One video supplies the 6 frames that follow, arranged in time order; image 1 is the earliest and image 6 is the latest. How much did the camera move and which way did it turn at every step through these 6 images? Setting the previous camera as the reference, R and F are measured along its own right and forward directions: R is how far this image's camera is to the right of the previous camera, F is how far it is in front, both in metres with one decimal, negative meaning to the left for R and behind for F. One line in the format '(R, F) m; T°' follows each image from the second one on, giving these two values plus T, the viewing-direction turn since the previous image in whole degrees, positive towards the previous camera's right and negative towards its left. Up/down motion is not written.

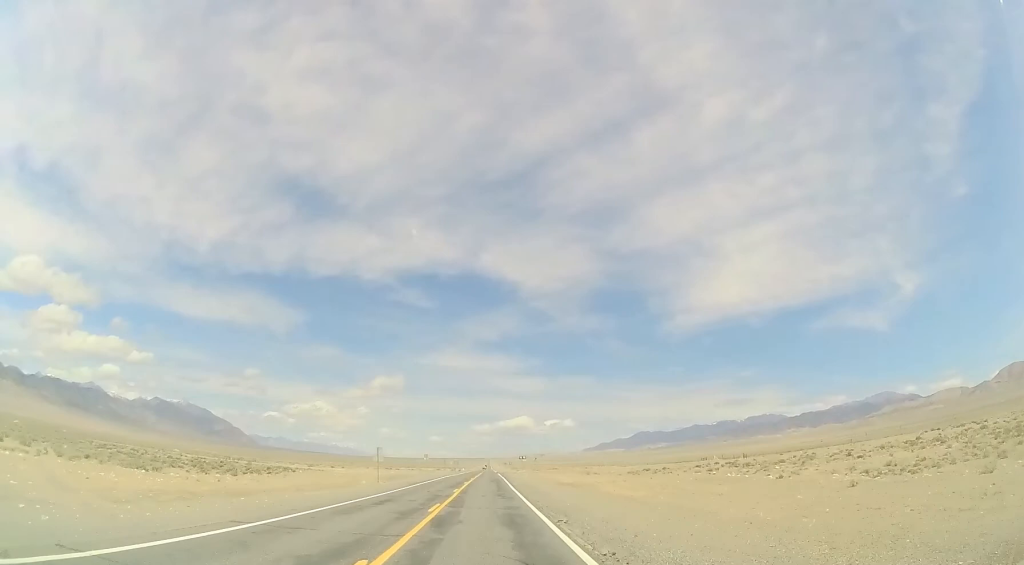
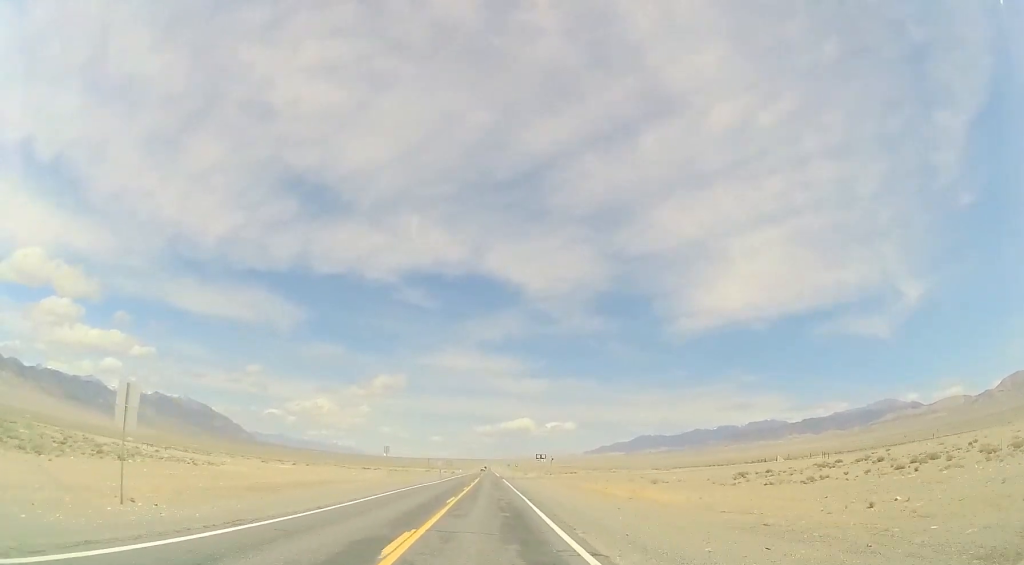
(-0.8, +35.9) m; -1°
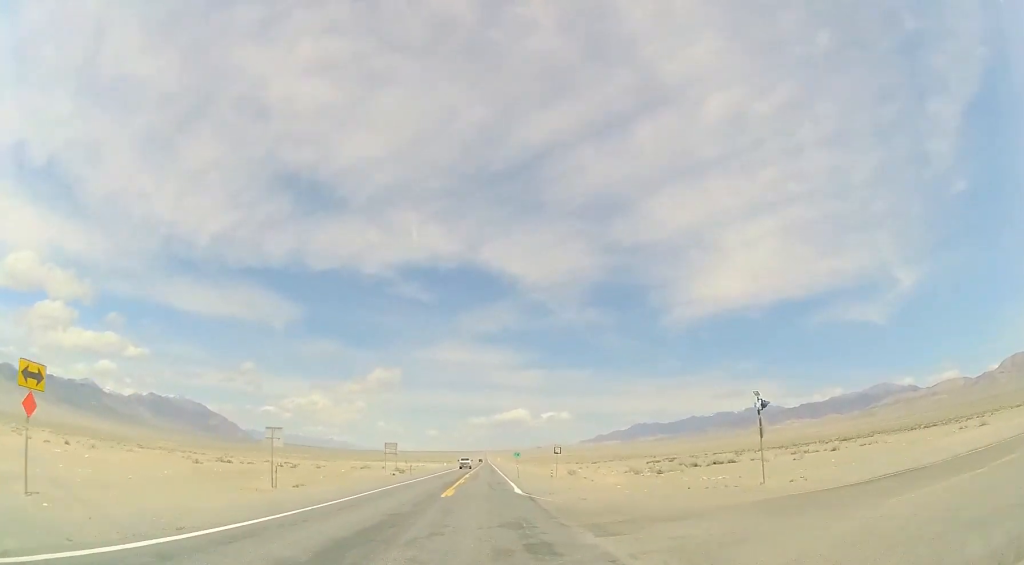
(+1.3, +84.0) m; 0°
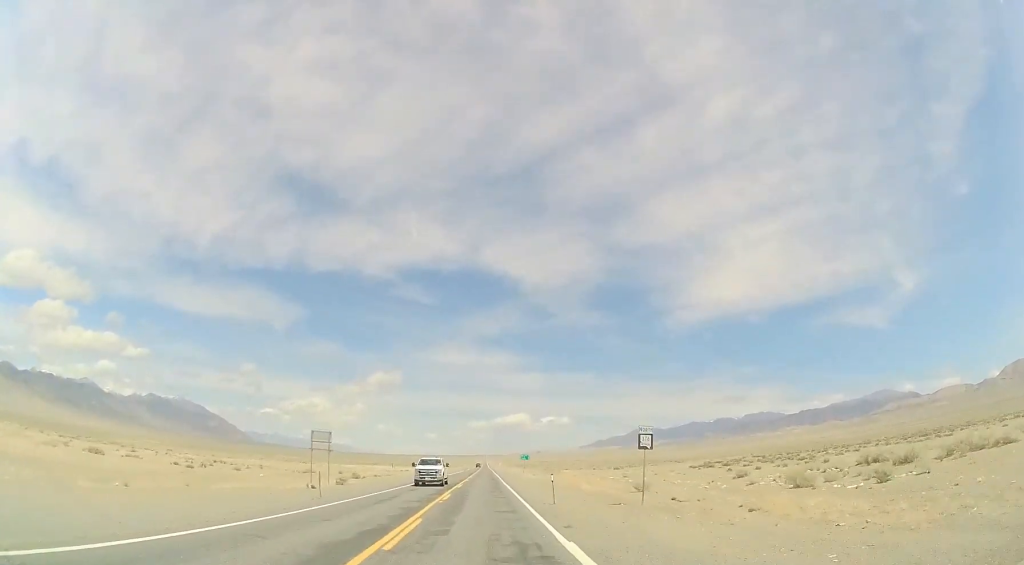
(-0.4, +27.4) m; 0°
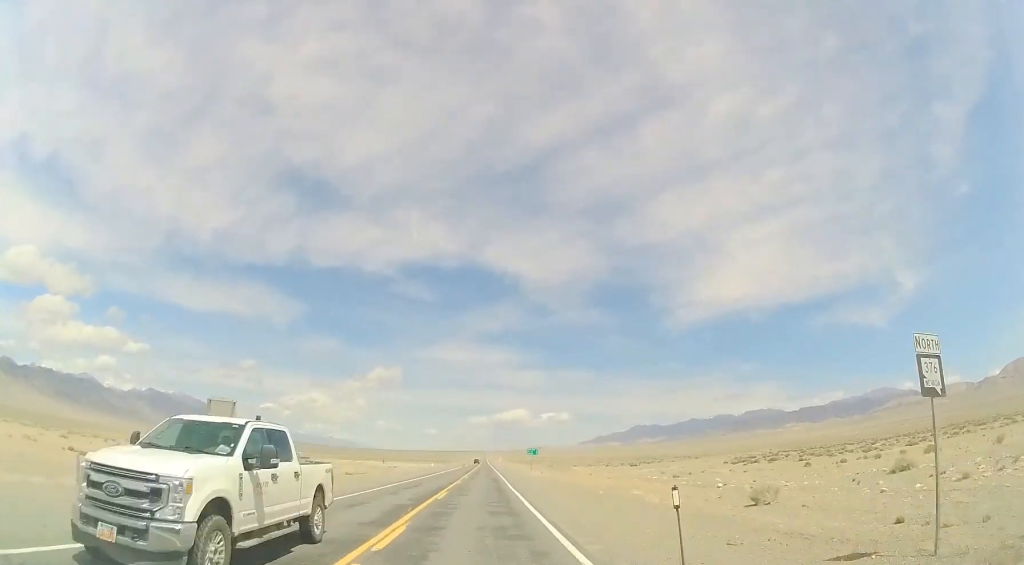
(+0.1, +15.1) m; 0°
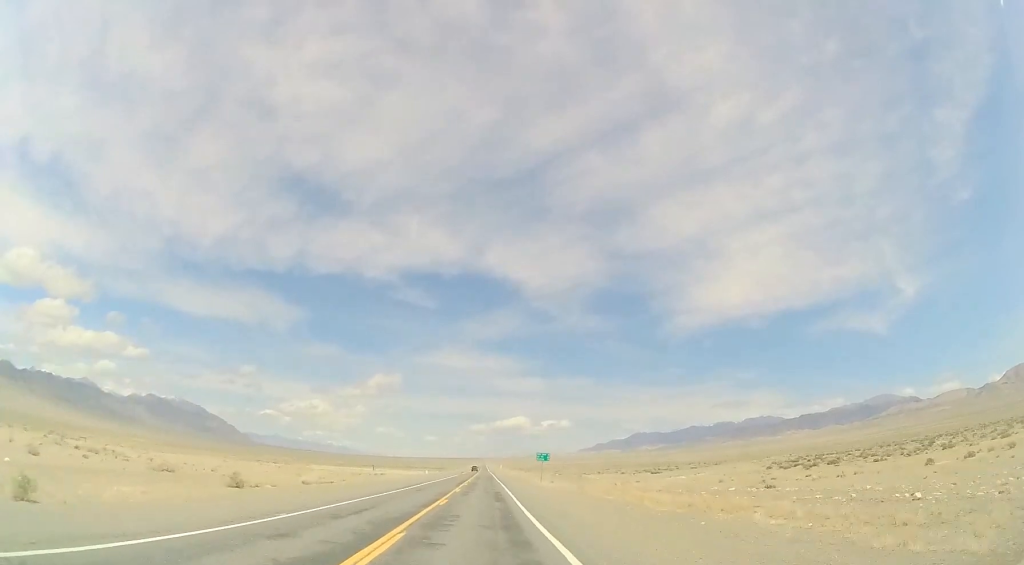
(+0.2, +14.1) m; 0°
